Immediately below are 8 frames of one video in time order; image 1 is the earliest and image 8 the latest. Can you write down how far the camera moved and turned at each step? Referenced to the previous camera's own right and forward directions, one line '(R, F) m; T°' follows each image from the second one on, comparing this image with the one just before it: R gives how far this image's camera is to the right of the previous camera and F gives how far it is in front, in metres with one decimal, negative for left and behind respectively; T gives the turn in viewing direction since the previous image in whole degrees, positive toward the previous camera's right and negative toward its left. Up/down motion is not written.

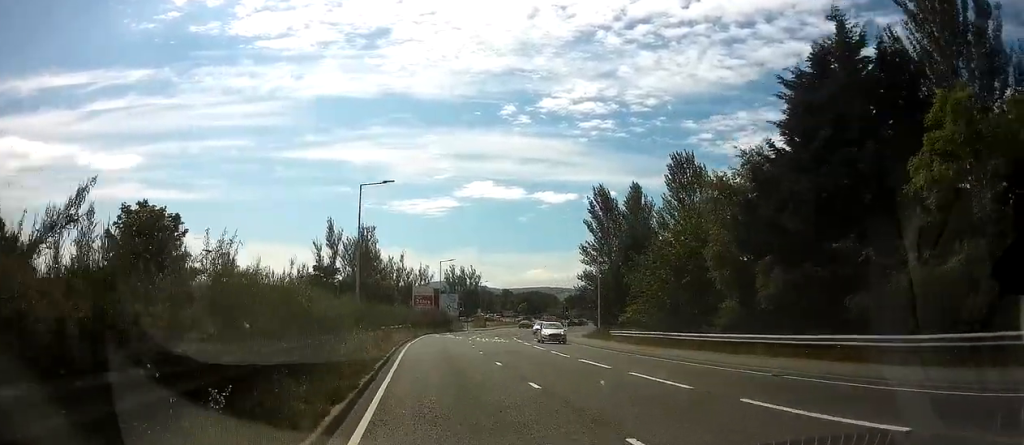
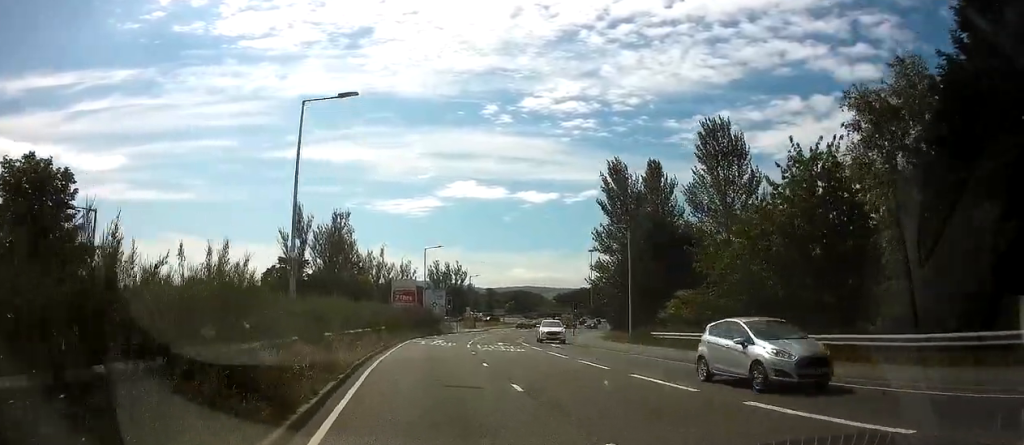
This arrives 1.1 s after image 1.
(-0.2, +12.3) m; -2°
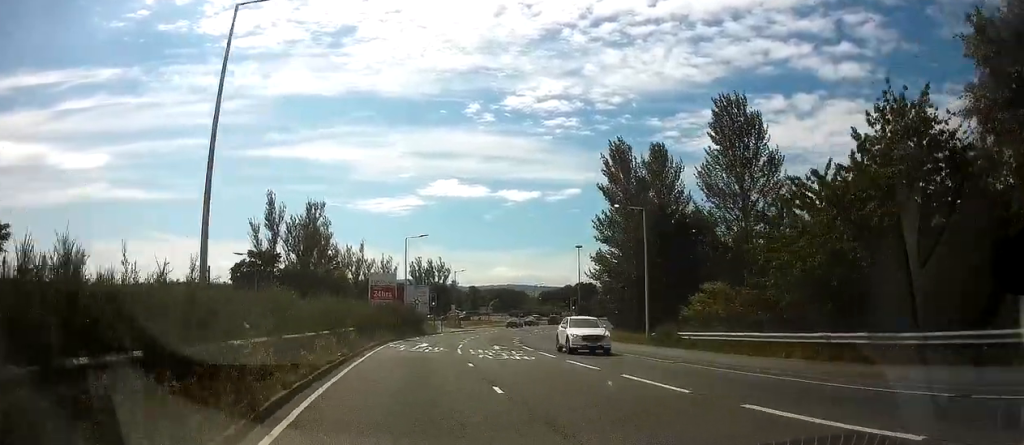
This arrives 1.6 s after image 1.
(-0.3, +6.4) m; +1°
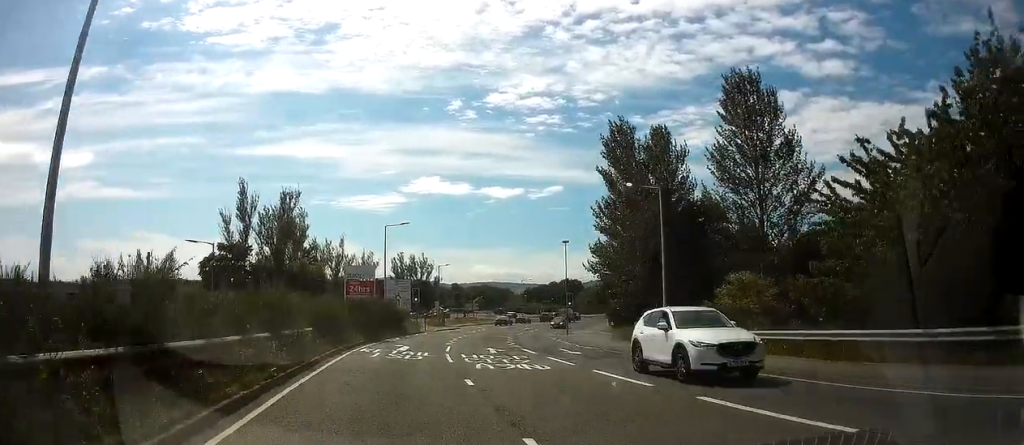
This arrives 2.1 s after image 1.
(-0.1, +5.2) m; +1°
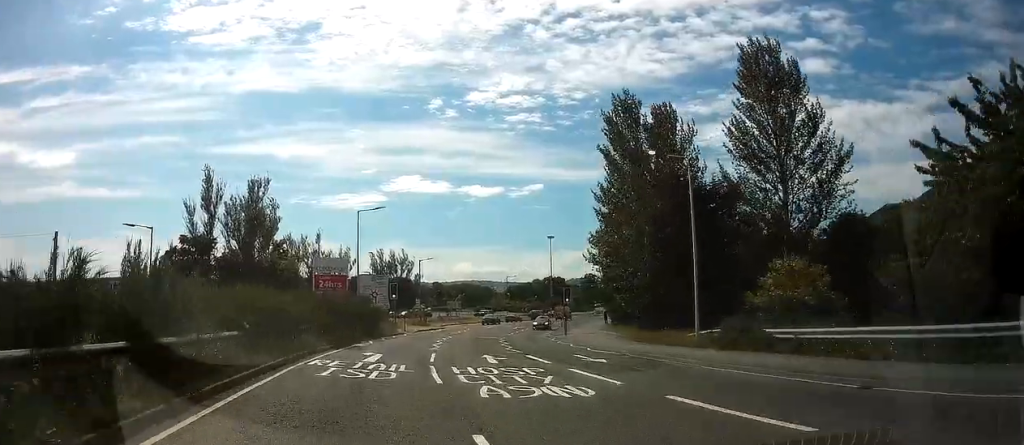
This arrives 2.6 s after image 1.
(+0.3, +6.0) m; +2°
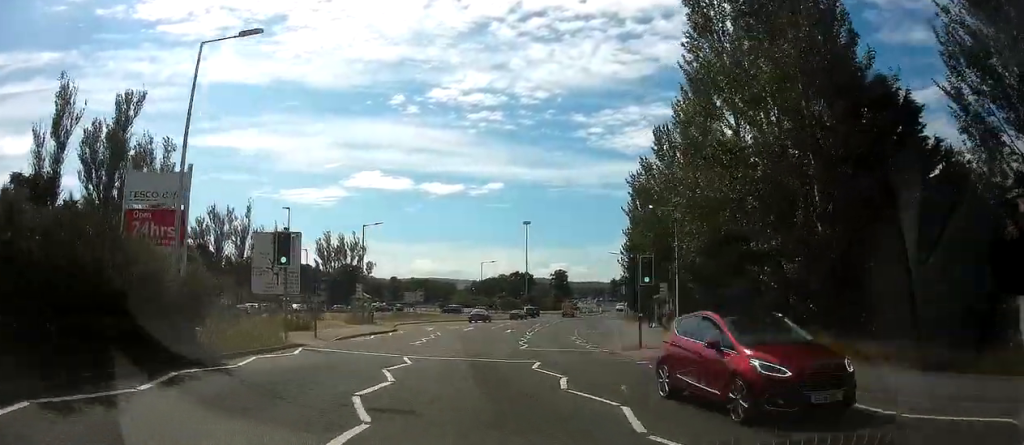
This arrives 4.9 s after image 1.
(+1.4, +24.0) m; +6°
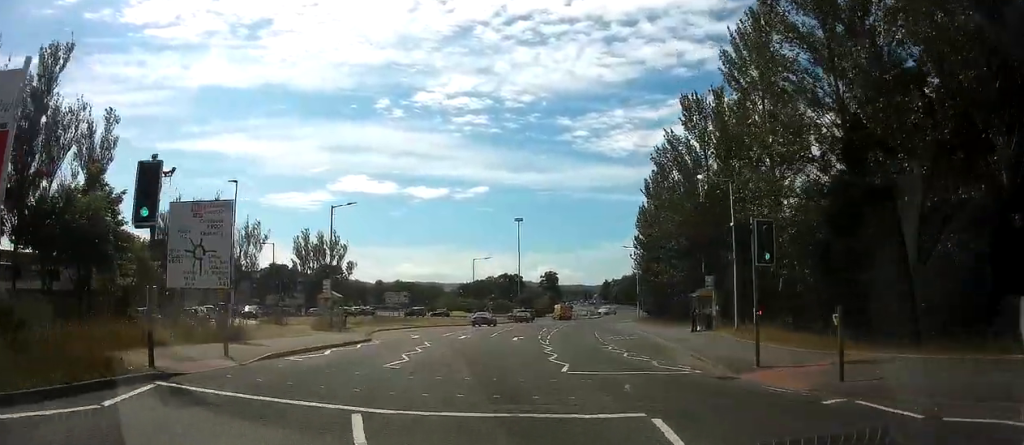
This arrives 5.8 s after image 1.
(0.0, +9.3) m; +2°
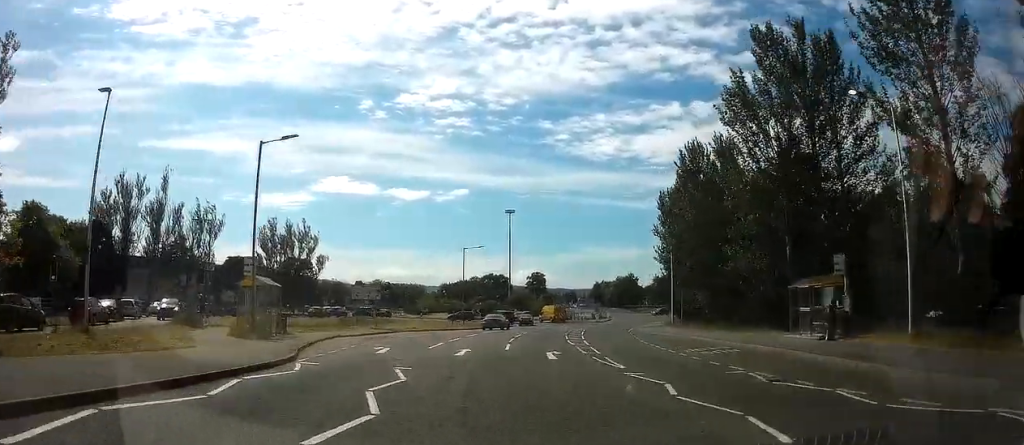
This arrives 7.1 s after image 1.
(+0.5, +13.1) m; +3°
